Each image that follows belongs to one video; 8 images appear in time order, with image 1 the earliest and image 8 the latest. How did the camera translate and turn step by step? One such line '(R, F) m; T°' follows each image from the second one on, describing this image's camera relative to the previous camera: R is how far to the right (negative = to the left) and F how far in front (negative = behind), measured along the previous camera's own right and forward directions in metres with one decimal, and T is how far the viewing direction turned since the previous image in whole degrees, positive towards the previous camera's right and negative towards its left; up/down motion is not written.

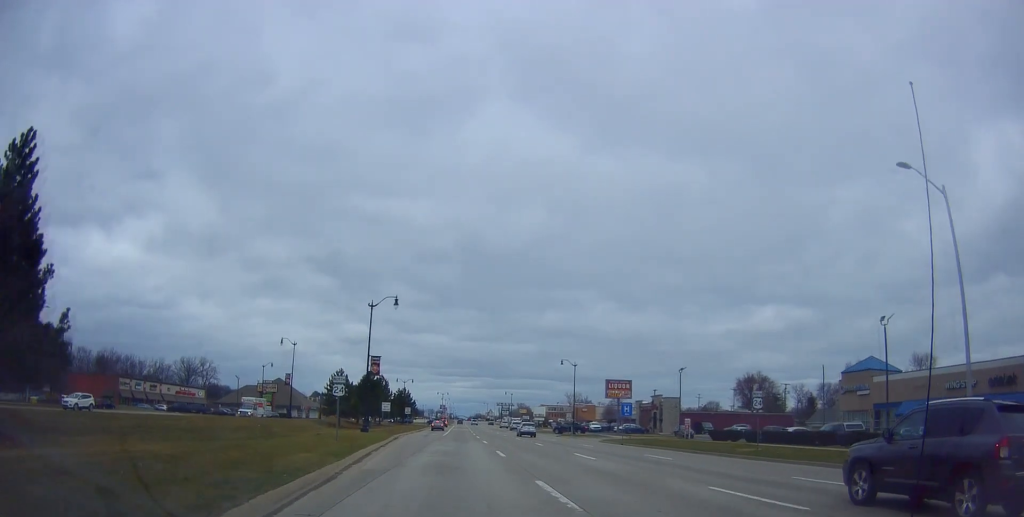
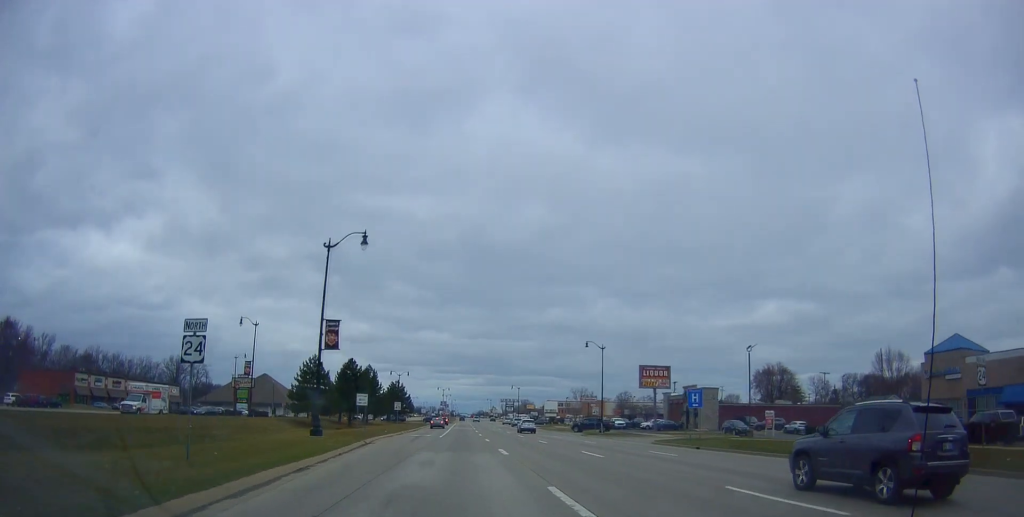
(+0.2, +16.1) m; 0°
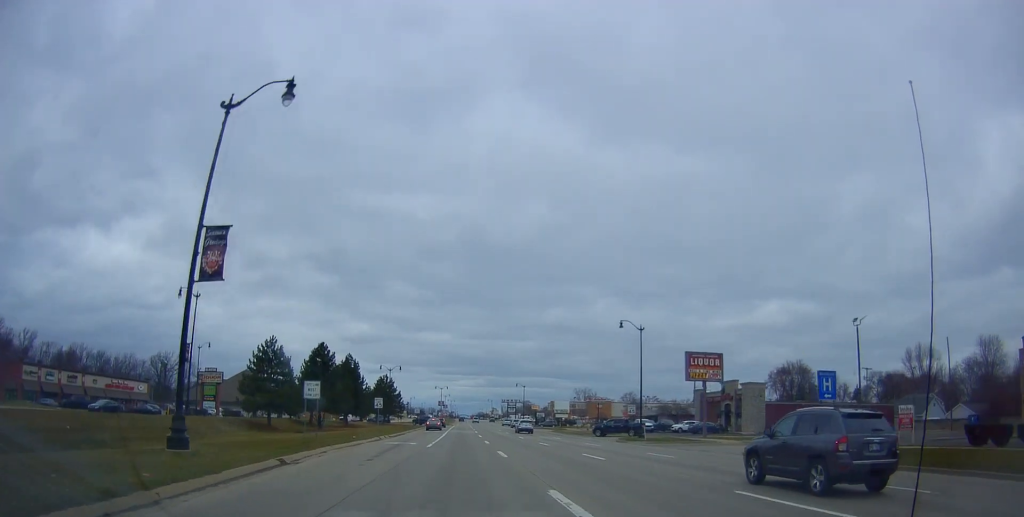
(-0.5, +15.6) m; 0°
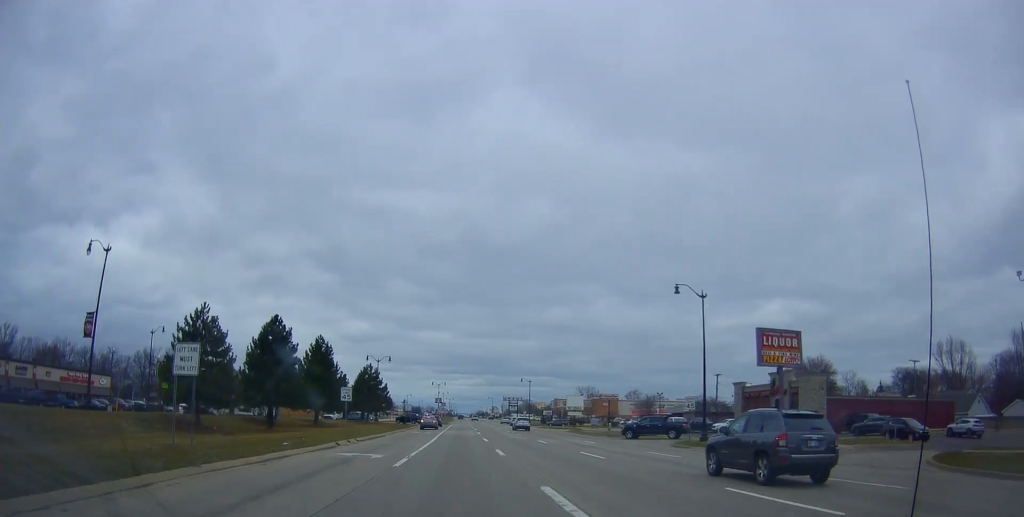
(+0.6, +15.0) m; +1°
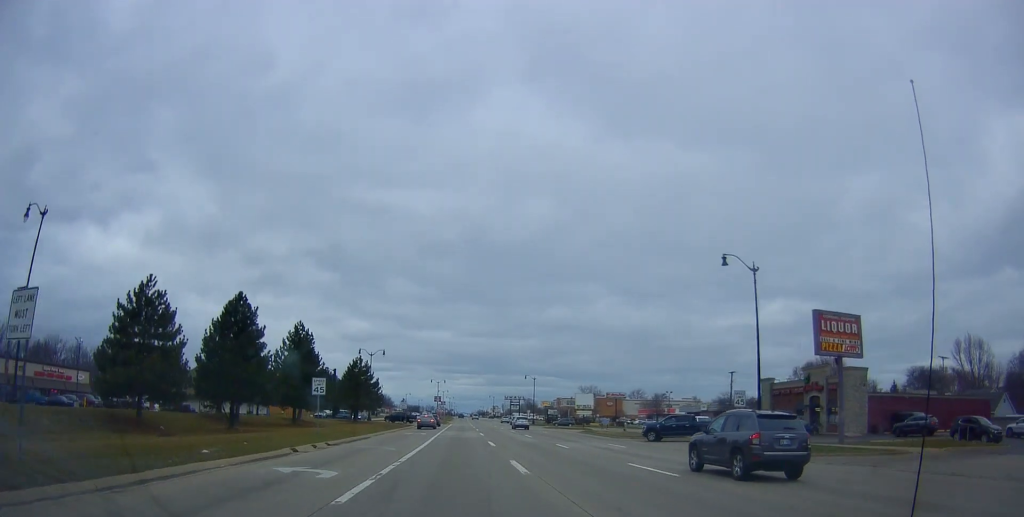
(0.0, +7.8) m; 0°
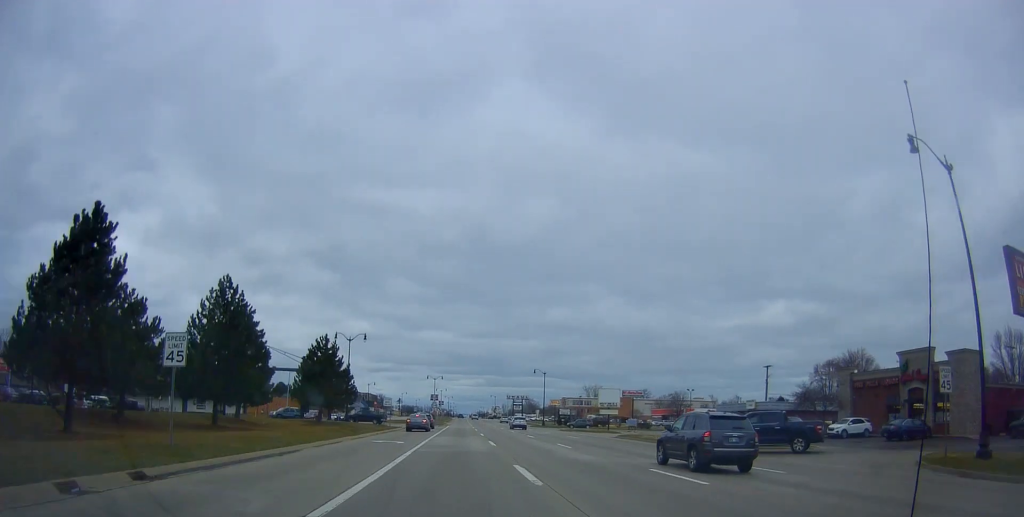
(-0.3, +16.8) m; 0°
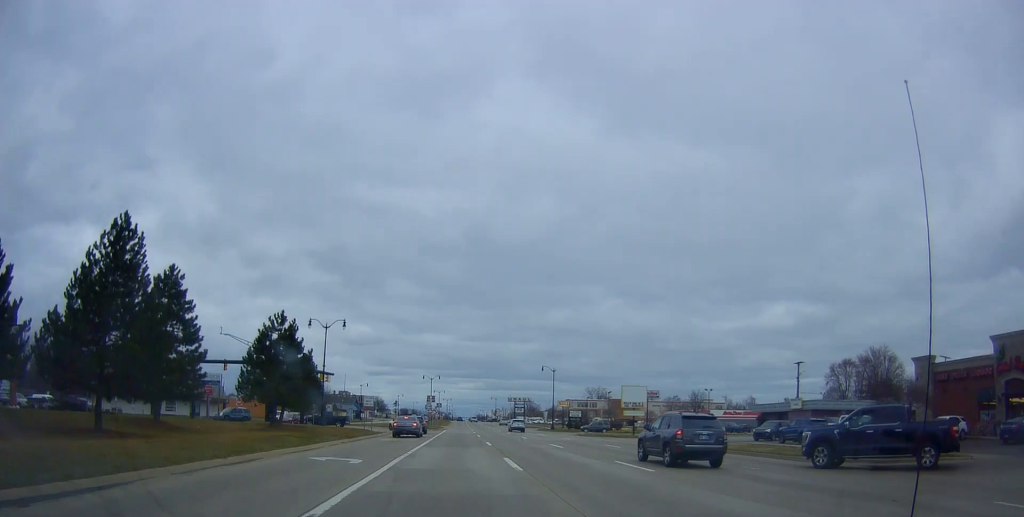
(+0.3, +12.2) m; -1°
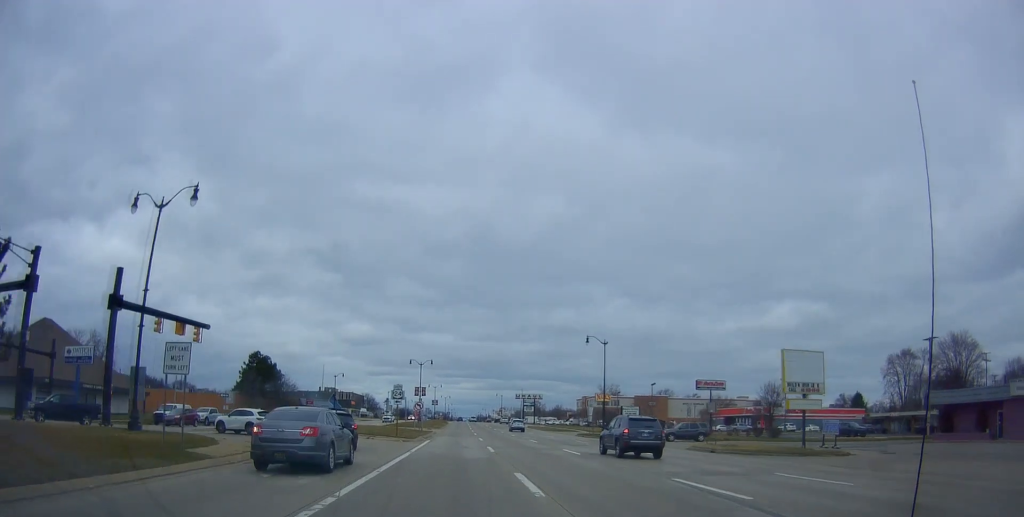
(-1.2, +35.6) m; -1°
